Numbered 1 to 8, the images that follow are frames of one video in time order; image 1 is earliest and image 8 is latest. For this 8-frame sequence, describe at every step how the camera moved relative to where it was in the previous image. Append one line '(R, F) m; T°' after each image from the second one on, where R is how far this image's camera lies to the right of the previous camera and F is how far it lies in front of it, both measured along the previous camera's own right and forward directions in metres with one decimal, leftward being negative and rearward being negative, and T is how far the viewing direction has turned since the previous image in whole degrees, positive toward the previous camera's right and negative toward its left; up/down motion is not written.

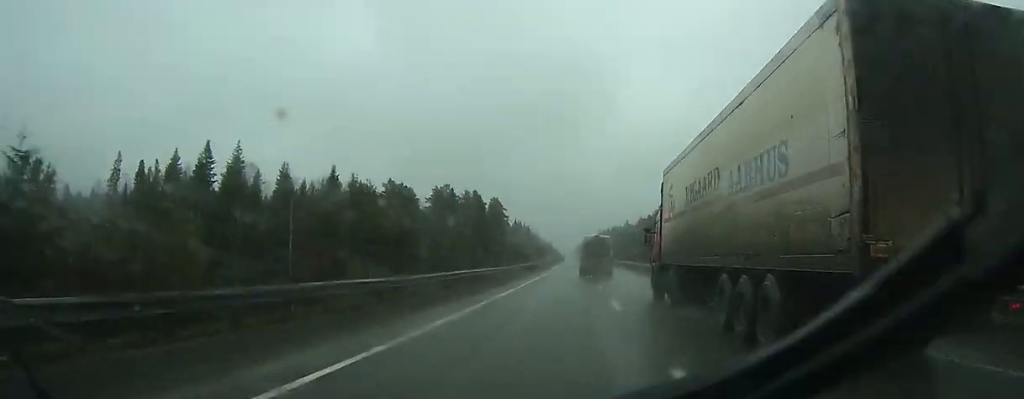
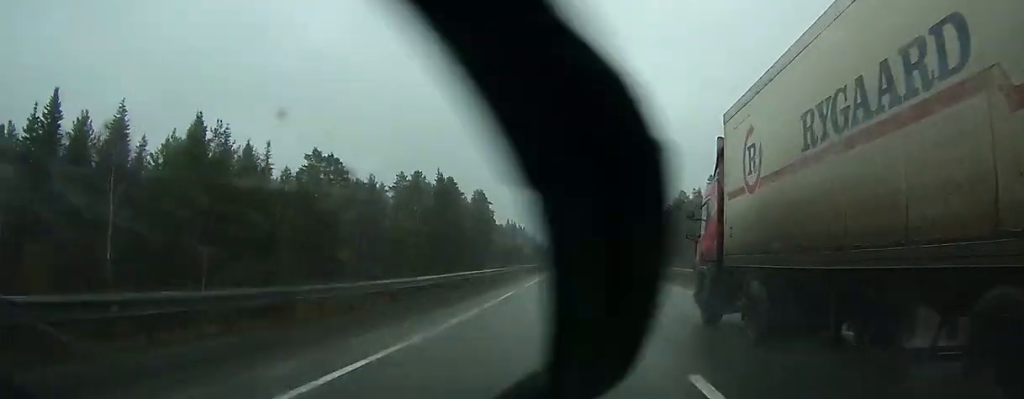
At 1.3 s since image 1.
(0.0, +36.5) m; 0°
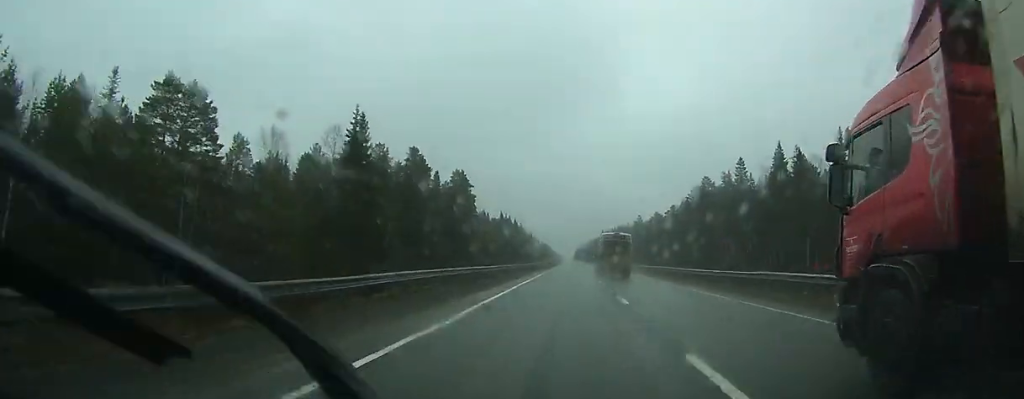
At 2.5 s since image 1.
(0.0, +35.0) m; 0°
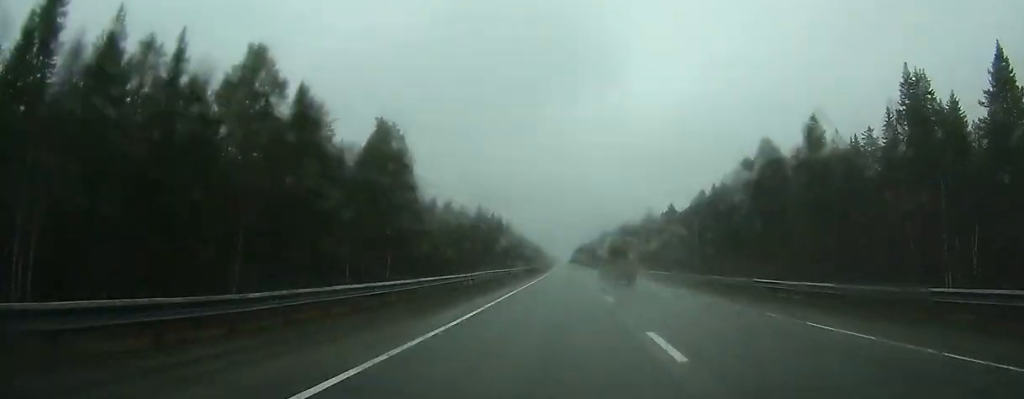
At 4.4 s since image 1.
(+0.1, +57.1) m; 0°
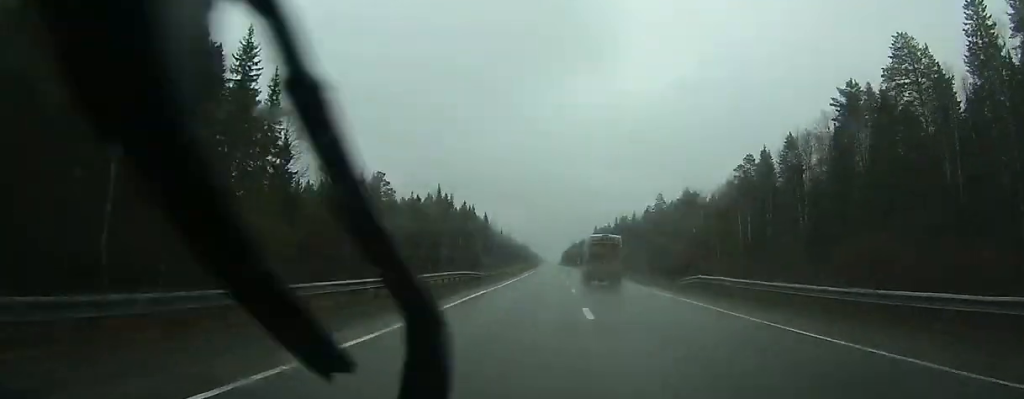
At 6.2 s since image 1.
(+0.1, +53.7) m; 0°
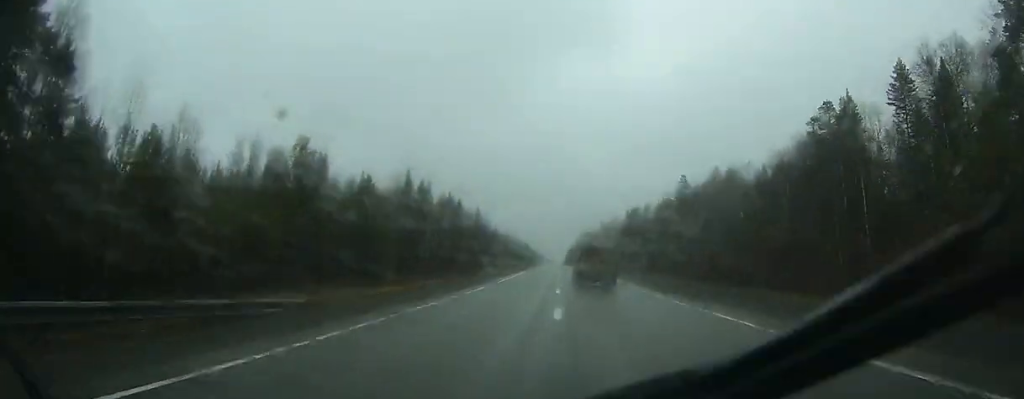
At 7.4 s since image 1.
(0.0, +35.9) m; 0°
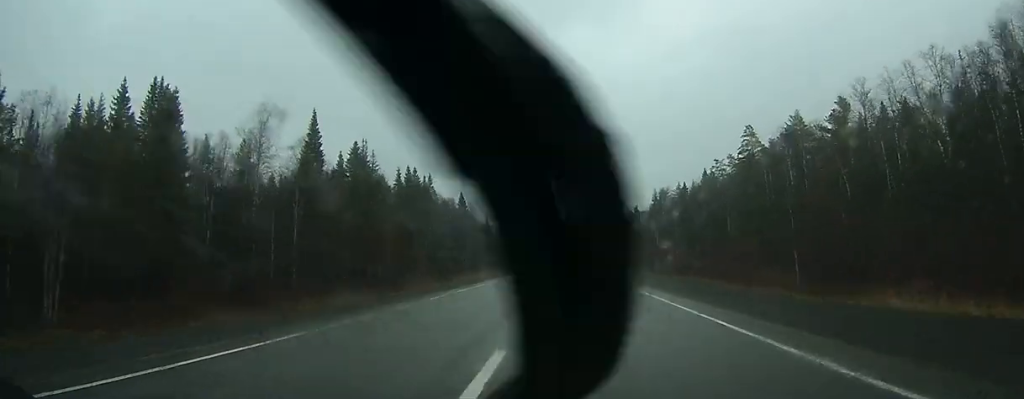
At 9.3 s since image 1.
(-0.1, +55.4) m; -1°
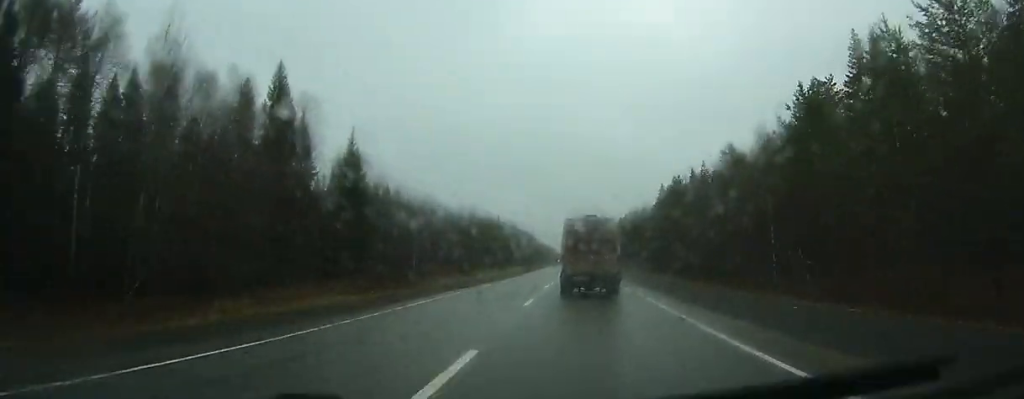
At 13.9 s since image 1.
(-1.2, +133.7) m; 0°
